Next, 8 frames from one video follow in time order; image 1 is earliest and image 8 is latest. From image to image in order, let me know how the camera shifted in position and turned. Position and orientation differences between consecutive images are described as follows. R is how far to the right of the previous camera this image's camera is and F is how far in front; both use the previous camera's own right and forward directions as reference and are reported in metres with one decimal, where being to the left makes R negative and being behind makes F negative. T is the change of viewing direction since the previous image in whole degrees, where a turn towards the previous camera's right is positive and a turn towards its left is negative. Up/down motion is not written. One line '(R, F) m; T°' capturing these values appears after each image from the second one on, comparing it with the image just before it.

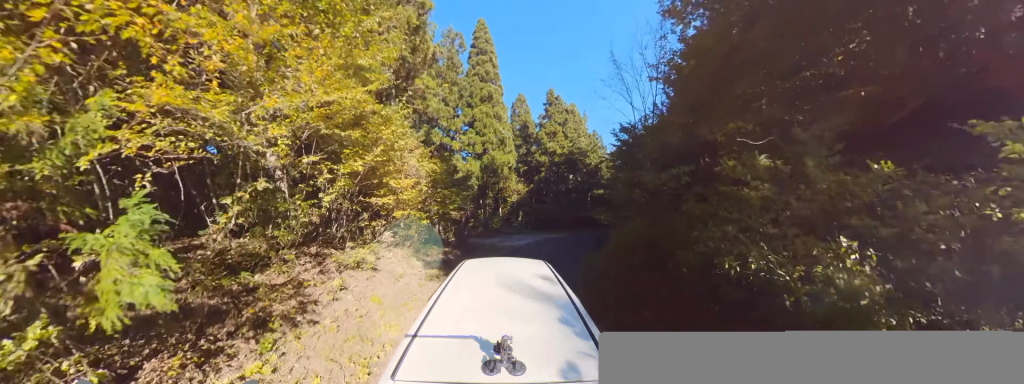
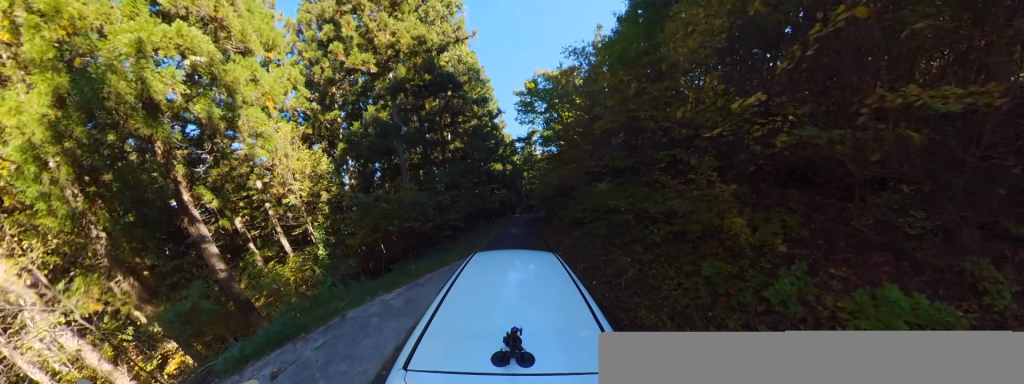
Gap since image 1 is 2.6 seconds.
(+1.0, +17.4) m; +5°
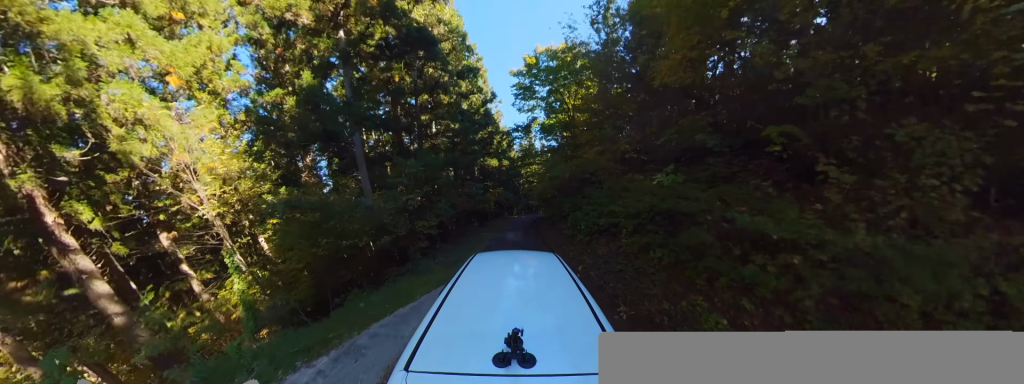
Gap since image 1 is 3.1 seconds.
(-0.4, +3.1) m; +5°
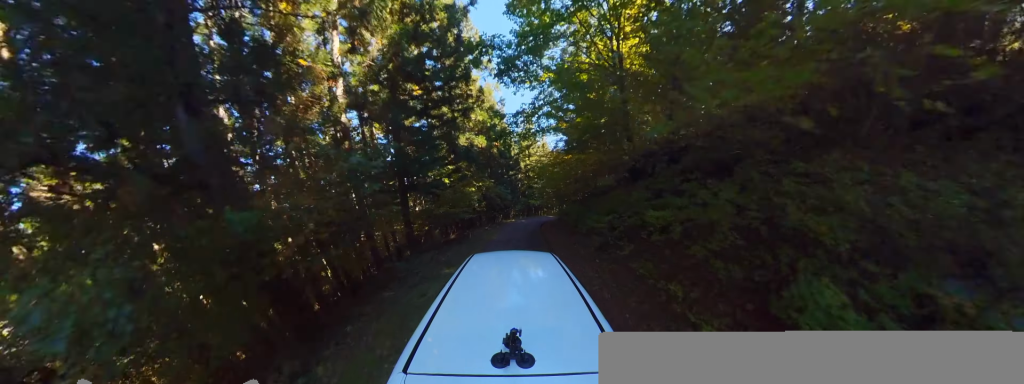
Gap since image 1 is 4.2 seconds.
(+1.8, +8.4) m; +2°
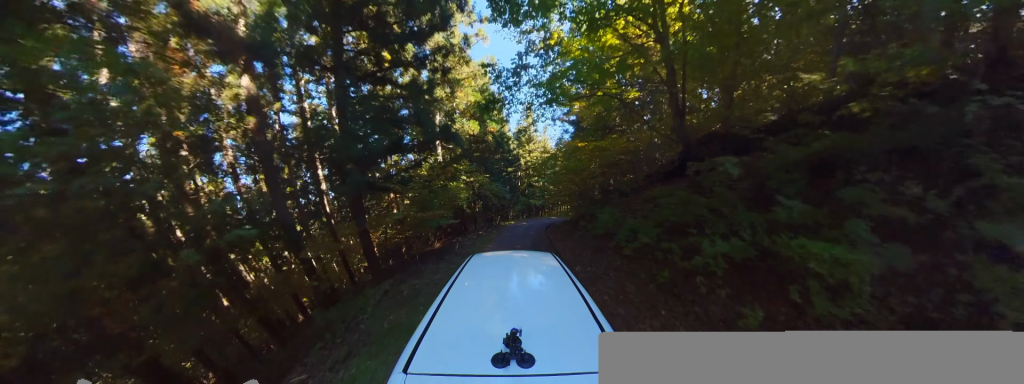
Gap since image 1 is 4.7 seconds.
(-0.8, +3.4) m; -4°
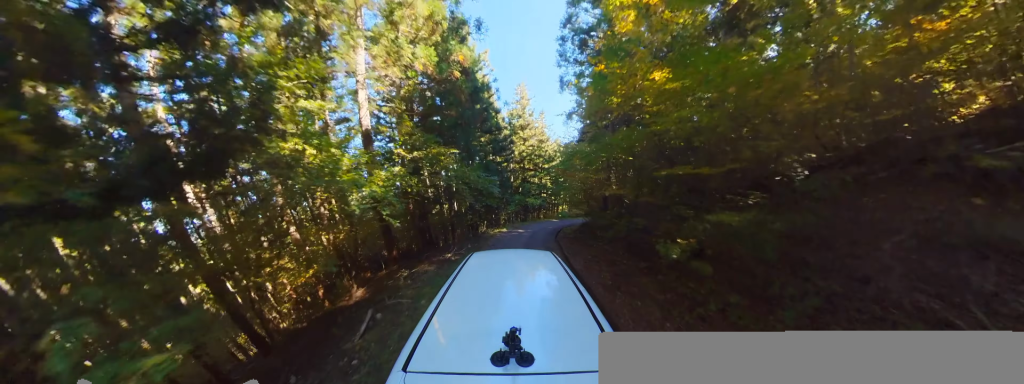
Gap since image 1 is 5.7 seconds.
(-0.7, +7.0) m; +4°
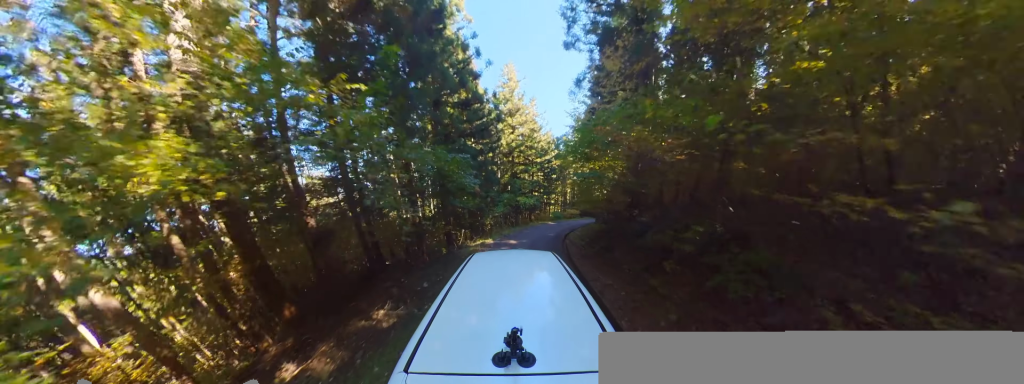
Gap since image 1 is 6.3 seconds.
(0.0, +4.7) m; +14°
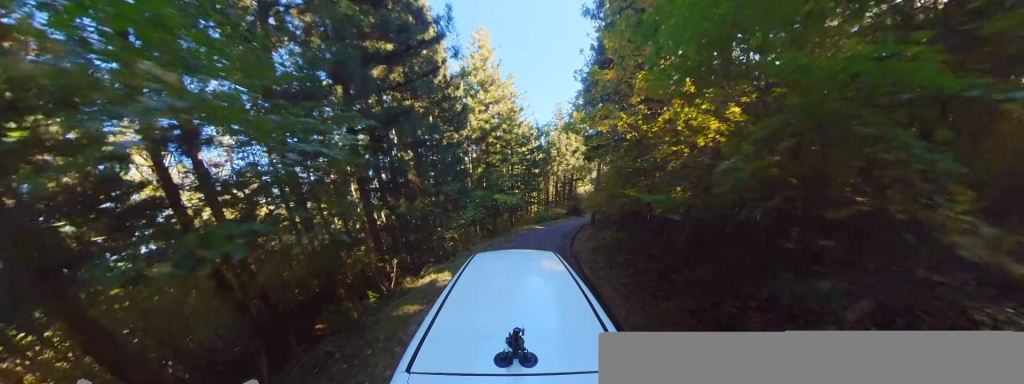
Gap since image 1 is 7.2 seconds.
(+1.7, +6.0) m; +12°
